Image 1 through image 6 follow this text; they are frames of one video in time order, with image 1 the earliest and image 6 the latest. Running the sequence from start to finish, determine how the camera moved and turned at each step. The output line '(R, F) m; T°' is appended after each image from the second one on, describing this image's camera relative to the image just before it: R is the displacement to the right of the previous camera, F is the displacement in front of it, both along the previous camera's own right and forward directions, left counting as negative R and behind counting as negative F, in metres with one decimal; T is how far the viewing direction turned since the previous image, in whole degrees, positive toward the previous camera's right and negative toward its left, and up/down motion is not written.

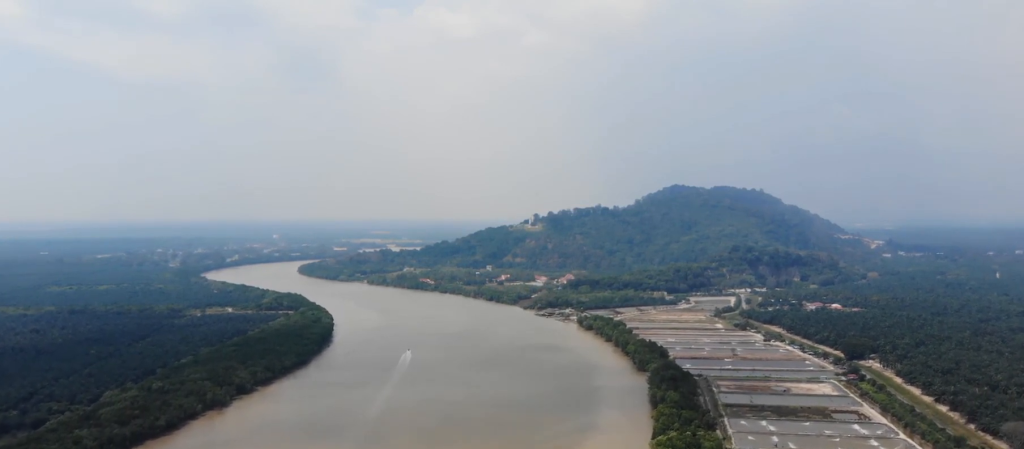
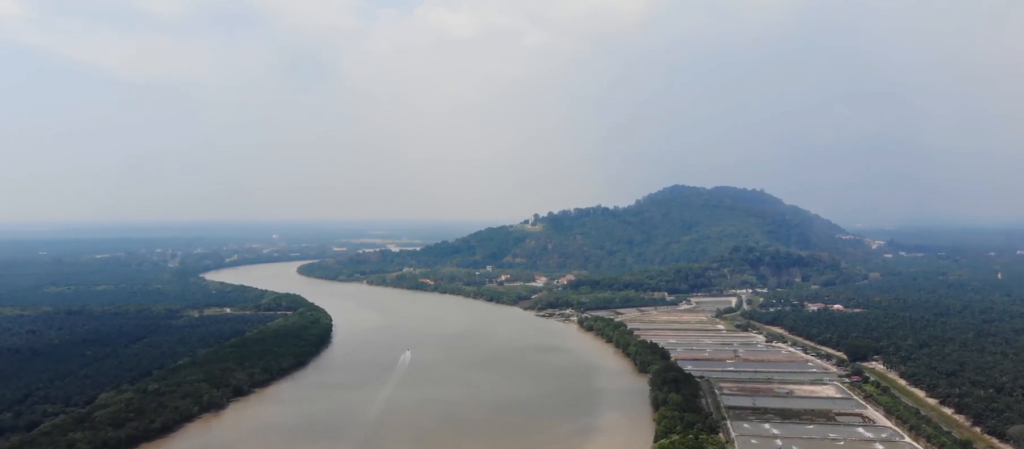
(0.0, +8.1) m; 0°
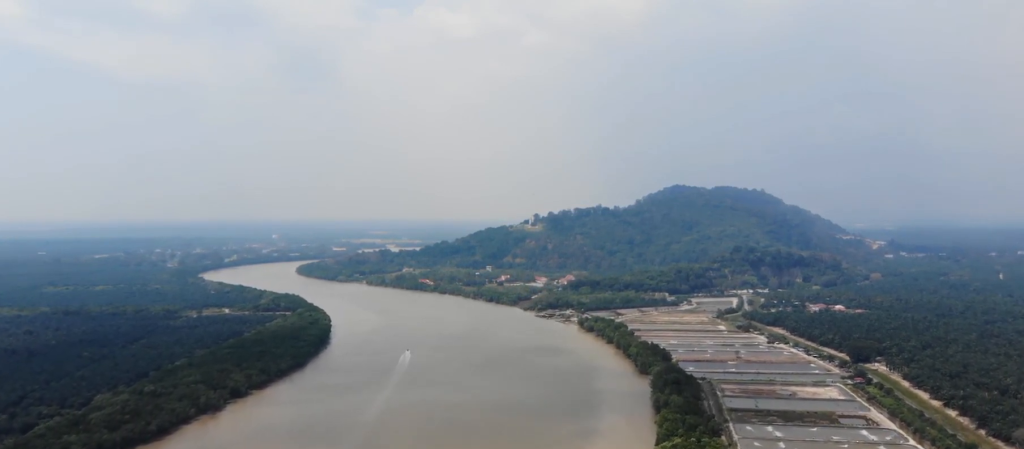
(0.0, +6.8) m; 0°
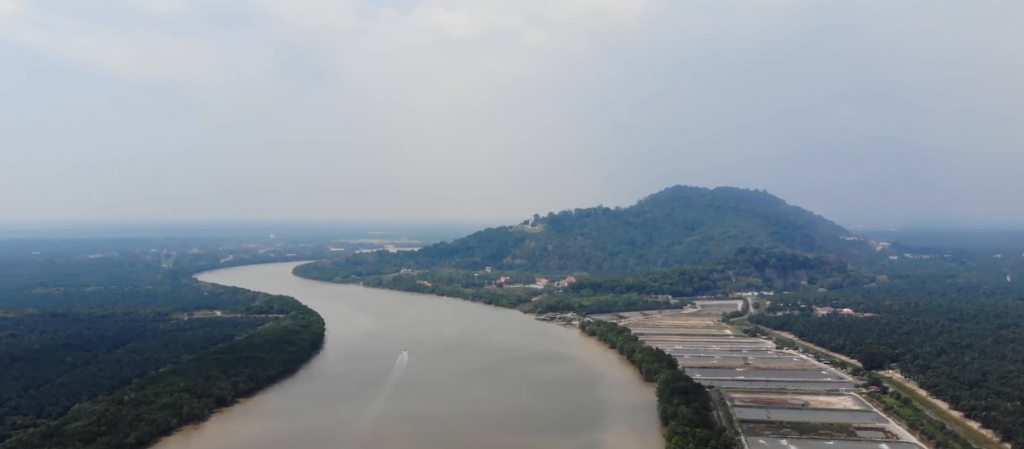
(0.0, +33.7) m; 0°
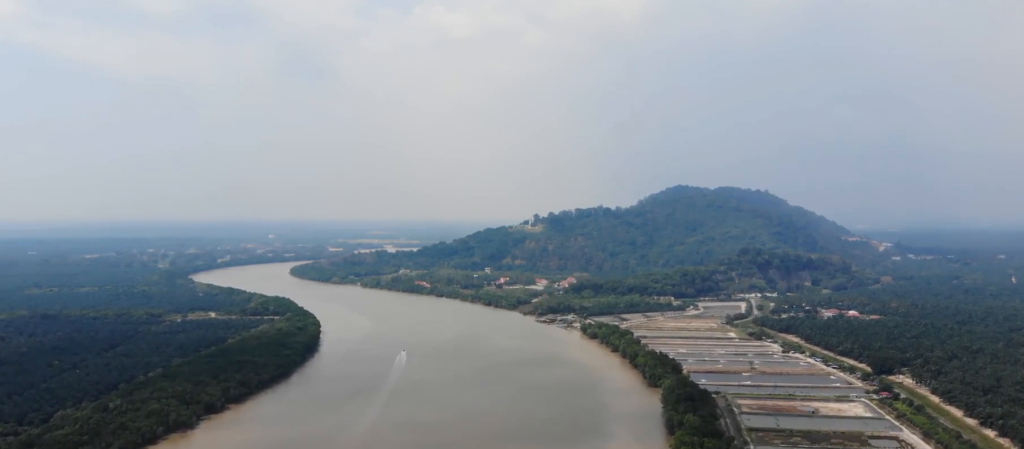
(0.0, +23.0) m; 0°
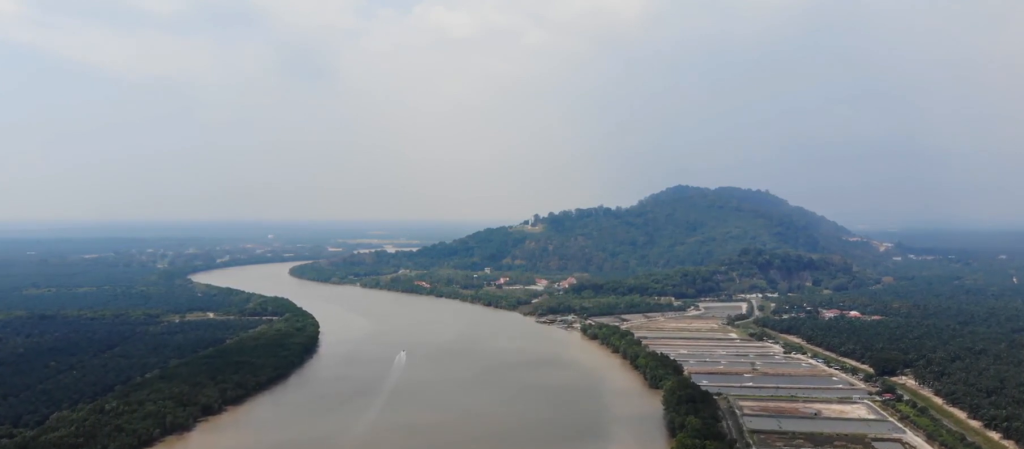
(0.0, +6.0) m; 0°
